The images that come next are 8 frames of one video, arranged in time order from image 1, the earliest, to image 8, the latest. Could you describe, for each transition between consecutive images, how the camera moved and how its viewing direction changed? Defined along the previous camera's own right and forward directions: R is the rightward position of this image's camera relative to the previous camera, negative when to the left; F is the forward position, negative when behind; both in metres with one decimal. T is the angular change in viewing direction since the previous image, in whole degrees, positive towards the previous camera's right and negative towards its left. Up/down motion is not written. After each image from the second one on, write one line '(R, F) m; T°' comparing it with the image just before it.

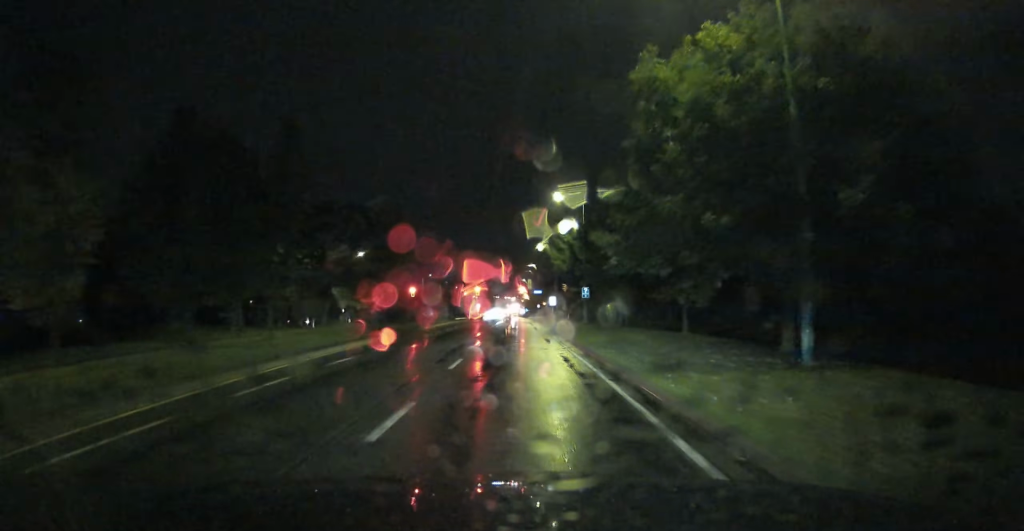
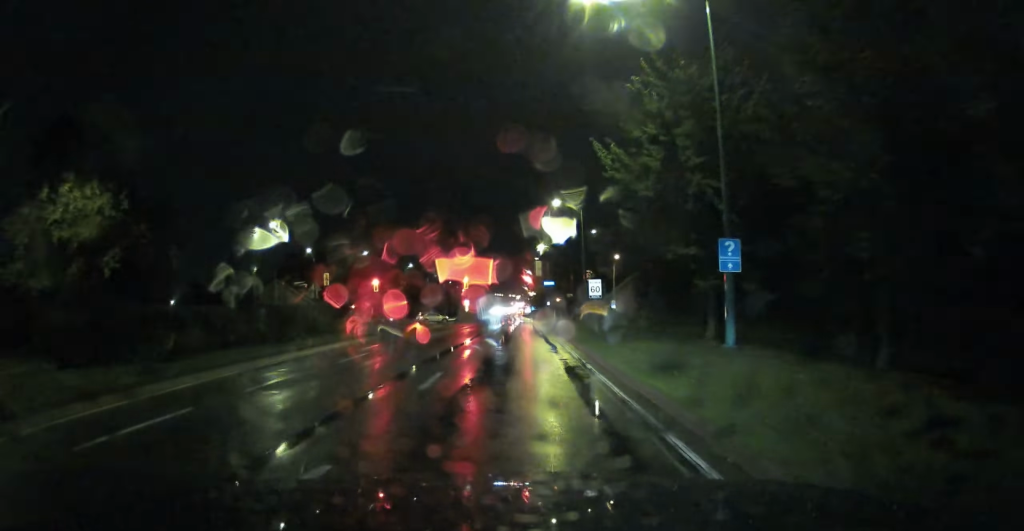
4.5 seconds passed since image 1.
(+0.1, +43.3) m; 0°
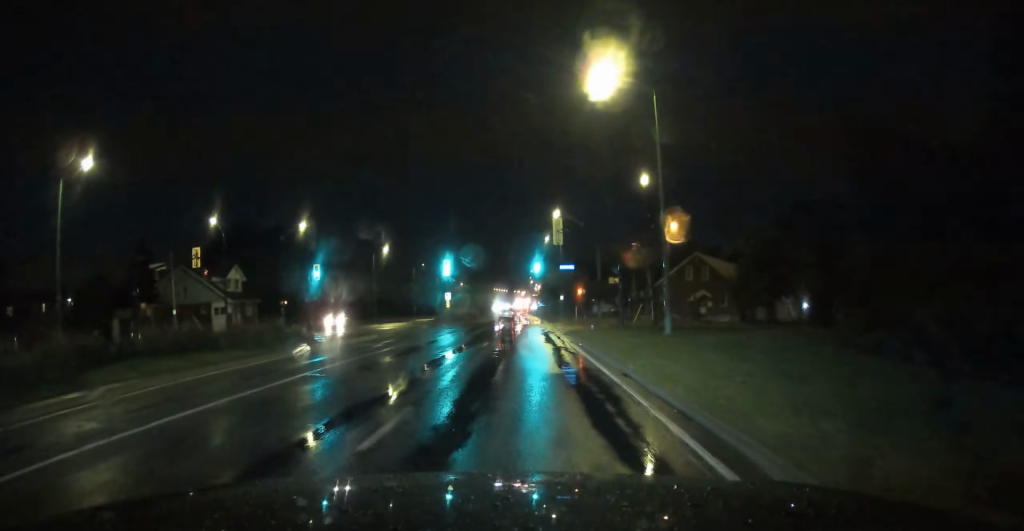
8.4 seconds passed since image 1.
(-0.7, +38.2) m; 0°
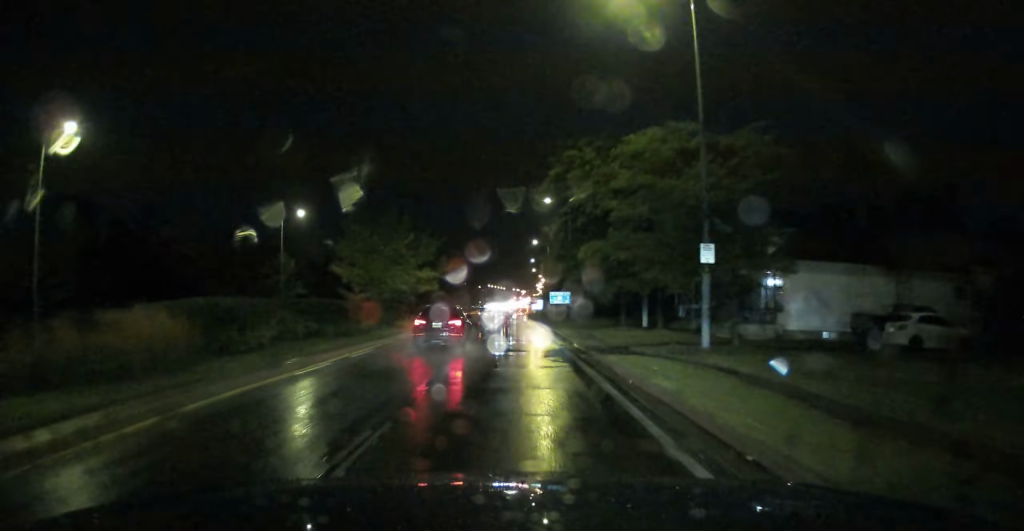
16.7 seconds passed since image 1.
(+0.8, +91.6) m; -1°
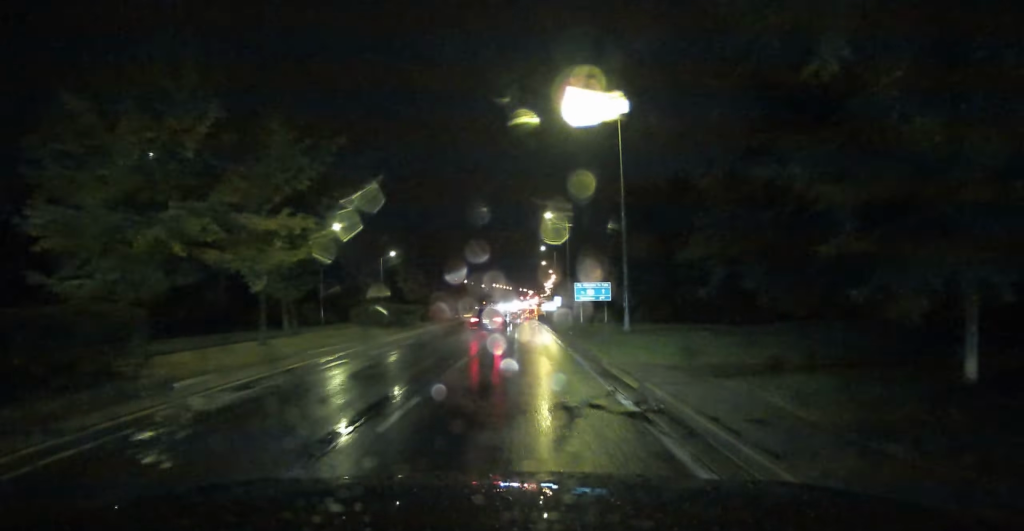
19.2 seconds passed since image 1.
(-0.2, +31.0) m; 0°
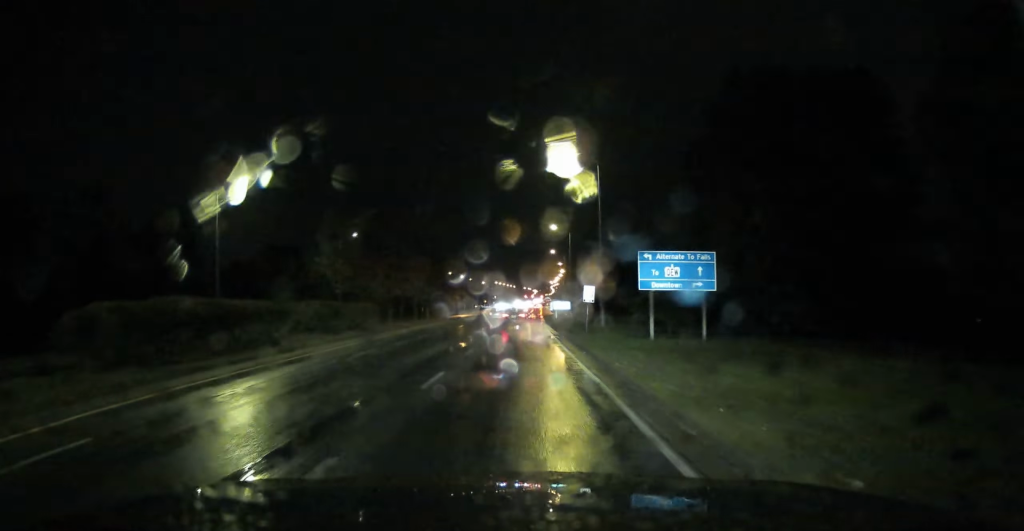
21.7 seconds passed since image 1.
(-0.3, +31.2) m; 0°
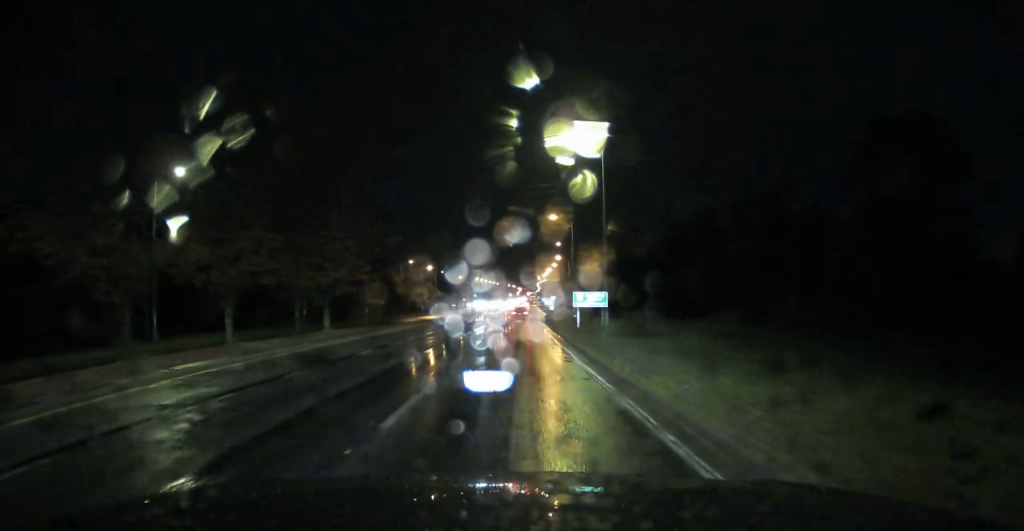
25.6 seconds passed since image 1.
(+0.2, +48.0) m; +1°
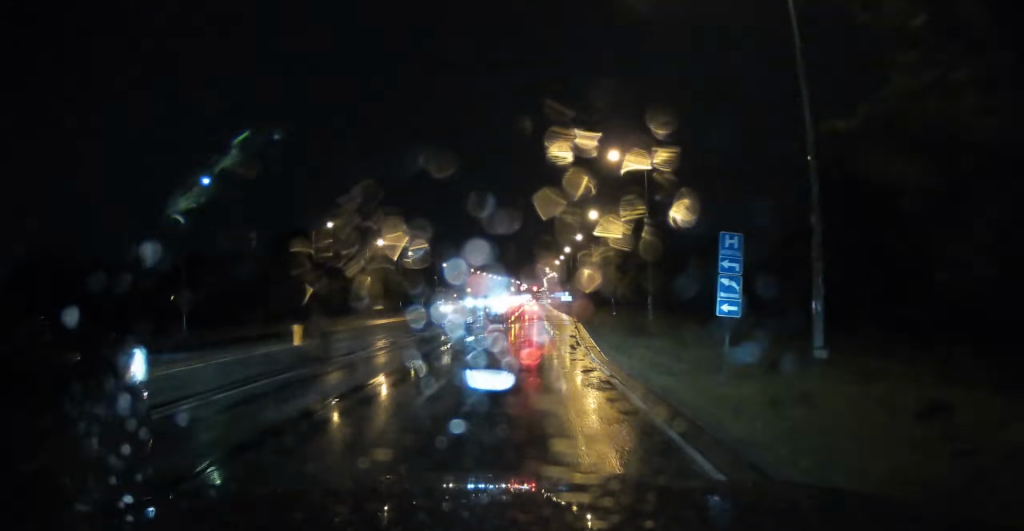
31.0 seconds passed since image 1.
(+0.7, +66.1) m; +1°
